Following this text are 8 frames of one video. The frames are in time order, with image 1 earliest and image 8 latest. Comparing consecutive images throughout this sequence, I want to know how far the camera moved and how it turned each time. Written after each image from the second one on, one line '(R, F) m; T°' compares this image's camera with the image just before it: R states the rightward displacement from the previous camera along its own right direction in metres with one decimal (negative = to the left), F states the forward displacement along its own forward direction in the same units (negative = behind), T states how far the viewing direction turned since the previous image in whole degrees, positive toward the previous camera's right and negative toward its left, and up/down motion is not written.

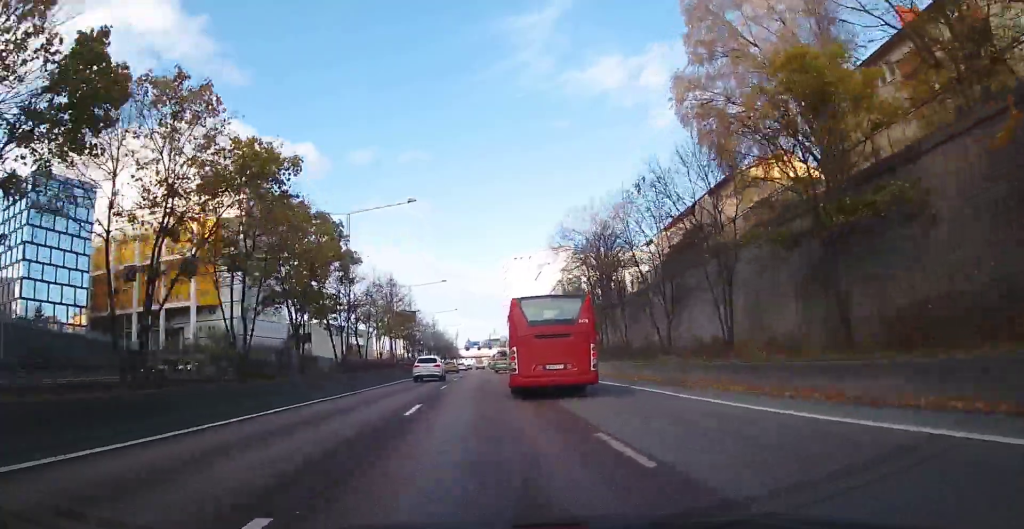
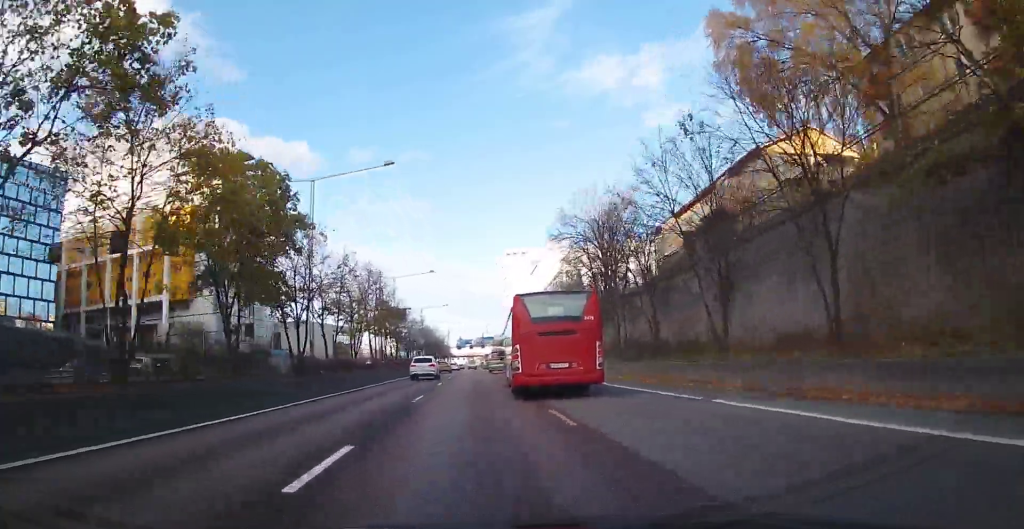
(0.0, +7.6) m; +1°
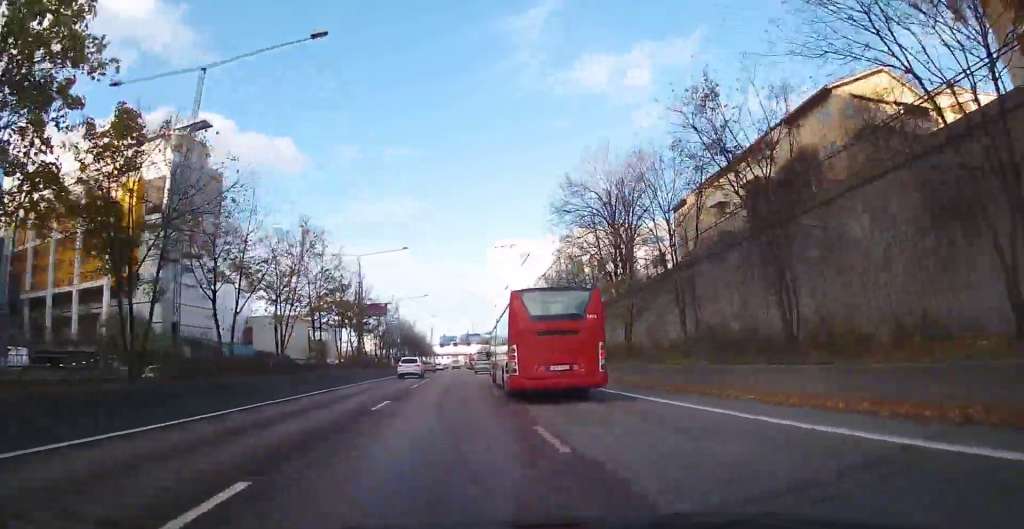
(+0.1, +14.1) m; +2°
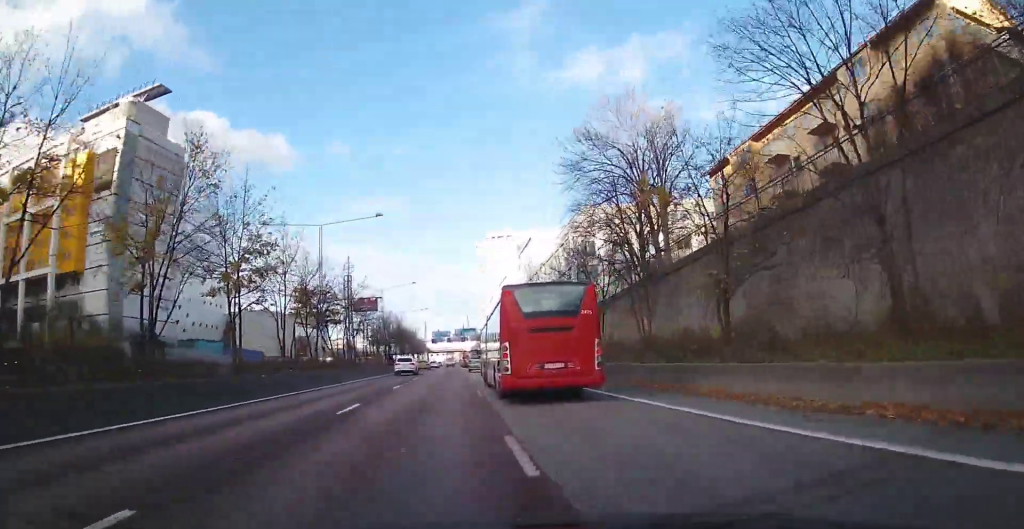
(+0.3, +13.4) m; +2°
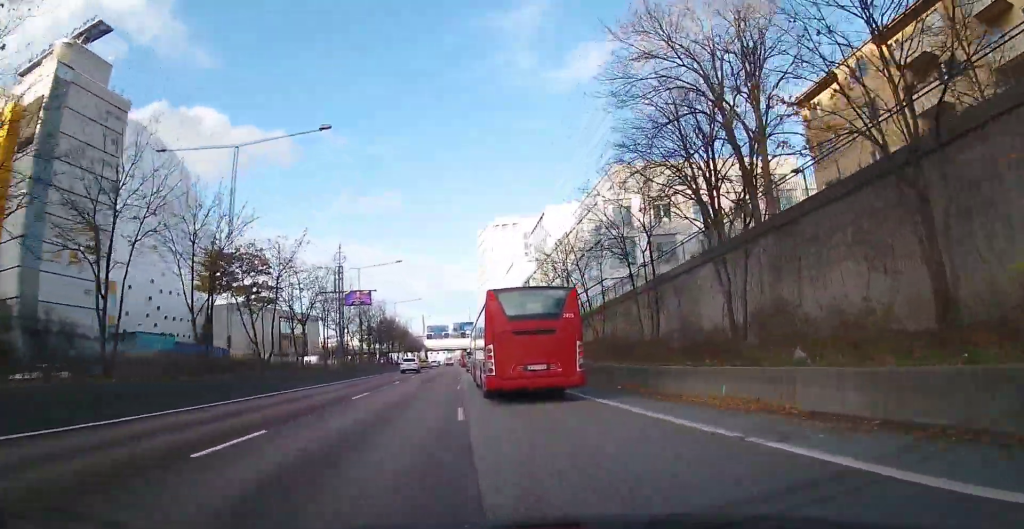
(+0.1, +18.9) m; 0°
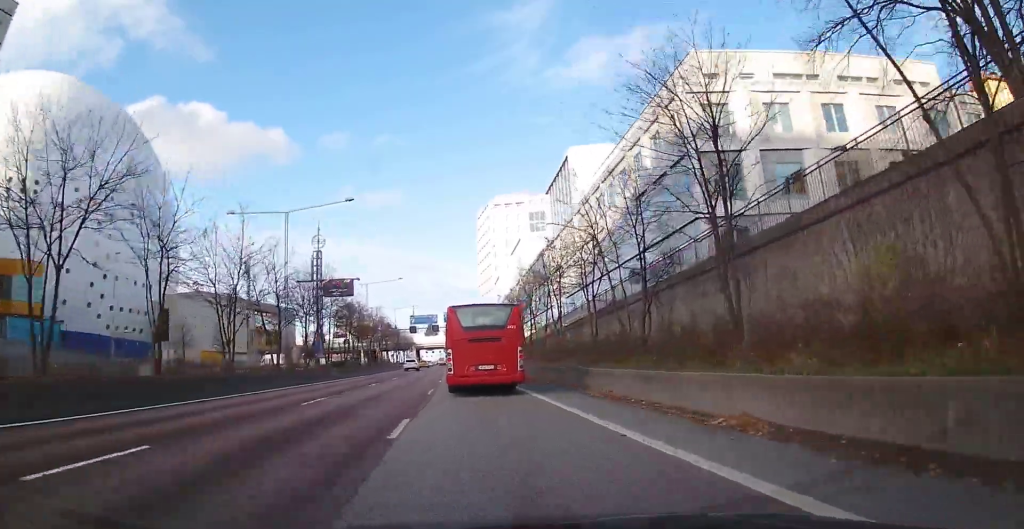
(-0.4, +26.8) m; -2°
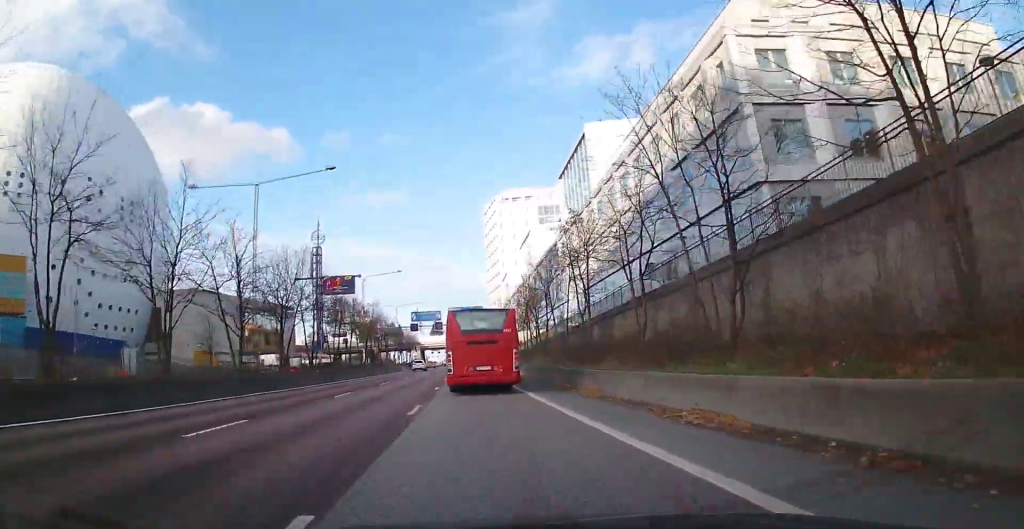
(-0.2, +7.5) m; 0°
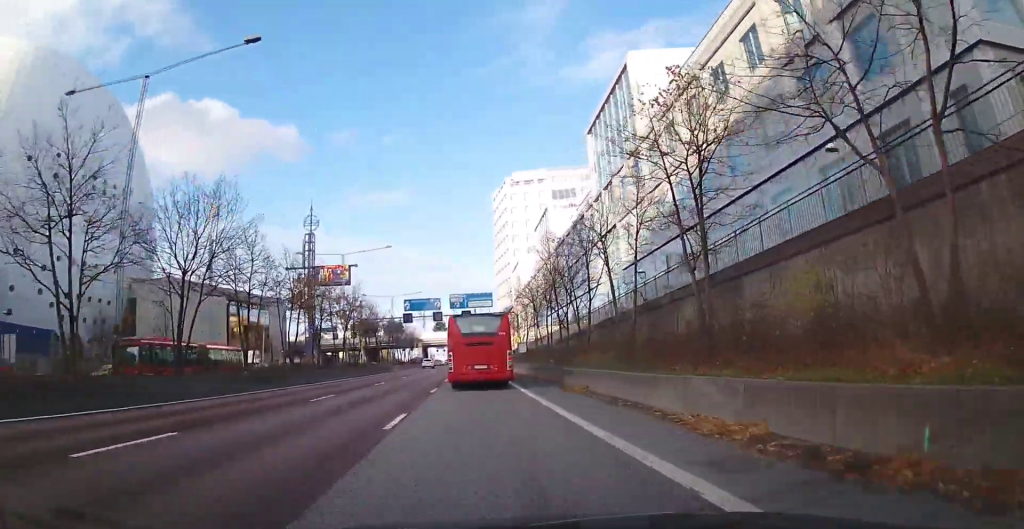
(+0.3, +14.8) m; +1°
